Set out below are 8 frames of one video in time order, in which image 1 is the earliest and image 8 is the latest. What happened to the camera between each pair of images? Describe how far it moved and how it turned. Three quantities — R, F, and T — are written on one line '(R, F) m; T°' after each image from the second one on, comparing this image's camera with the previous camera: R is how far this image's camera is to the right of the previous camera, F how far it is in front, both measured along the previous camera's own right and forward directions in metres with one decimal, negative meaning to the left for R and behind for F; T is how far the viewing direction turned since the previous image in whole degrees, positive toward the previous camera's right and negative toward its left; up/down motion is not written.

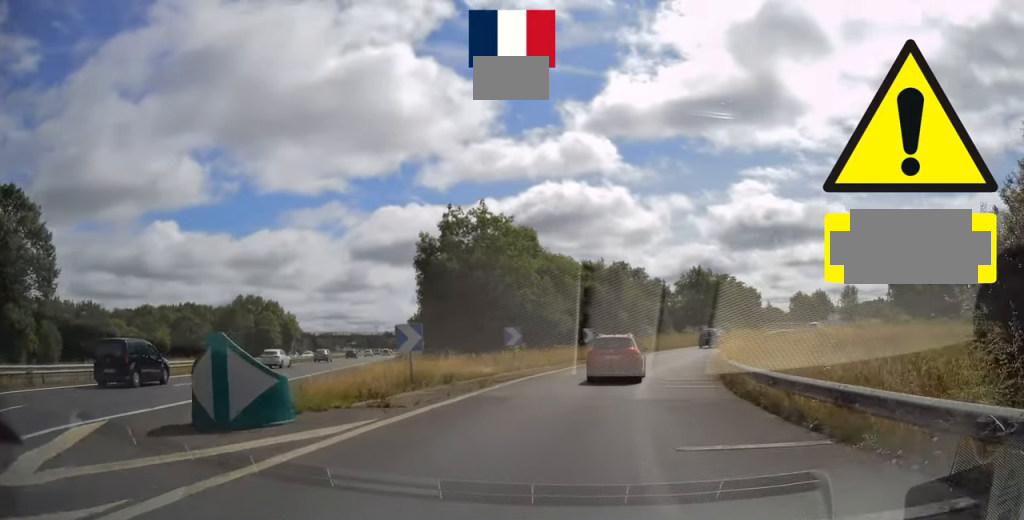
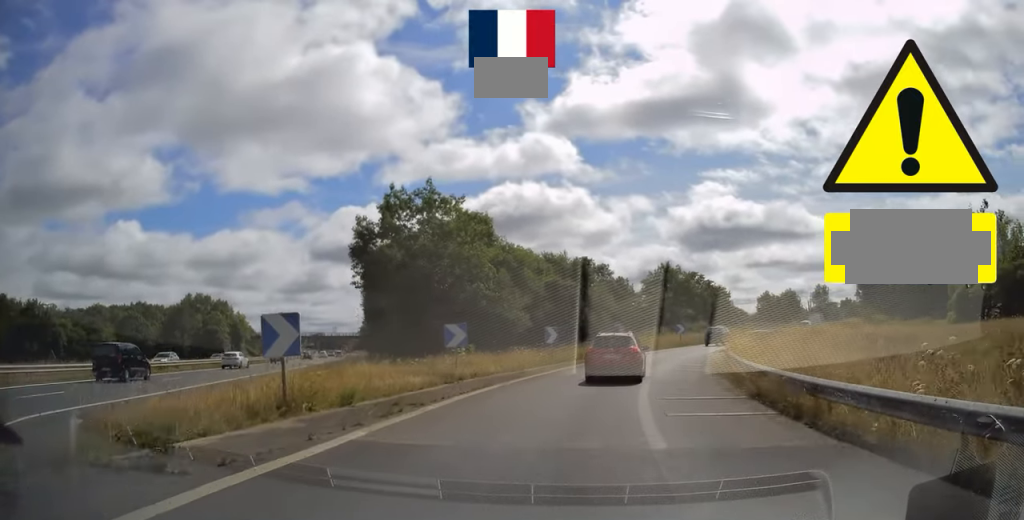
(0.0, +7.3) m; +2°
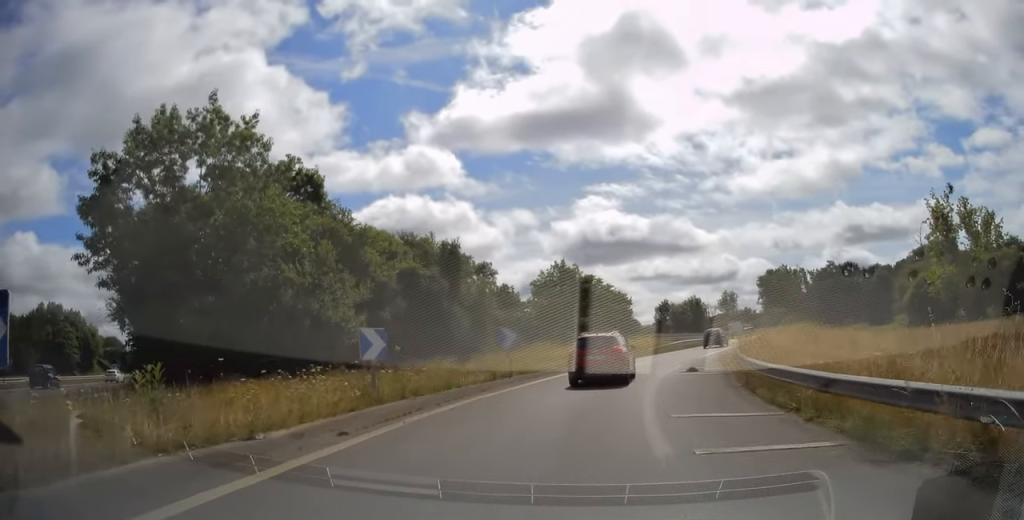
(+1.2, +17.7) m; +11°
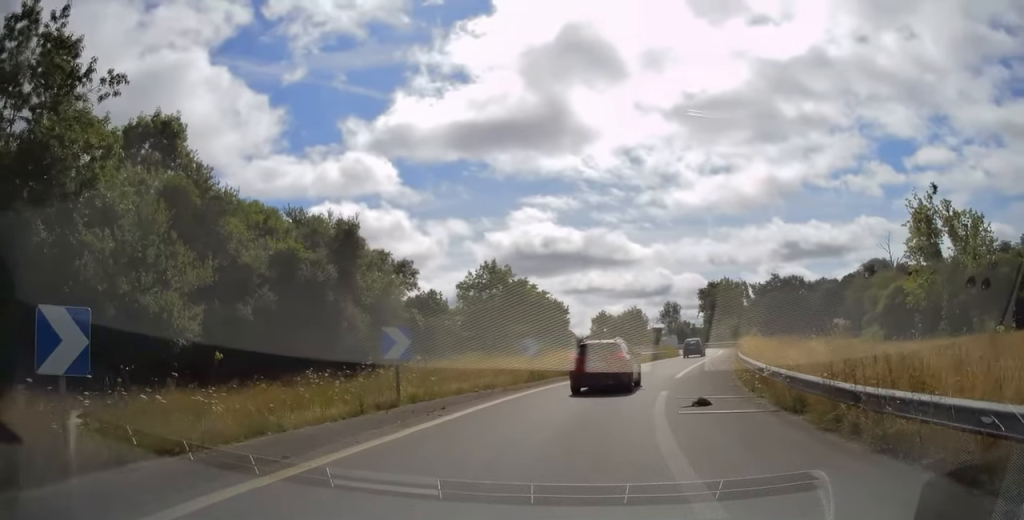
(+0.6, +9.7) m; +8°
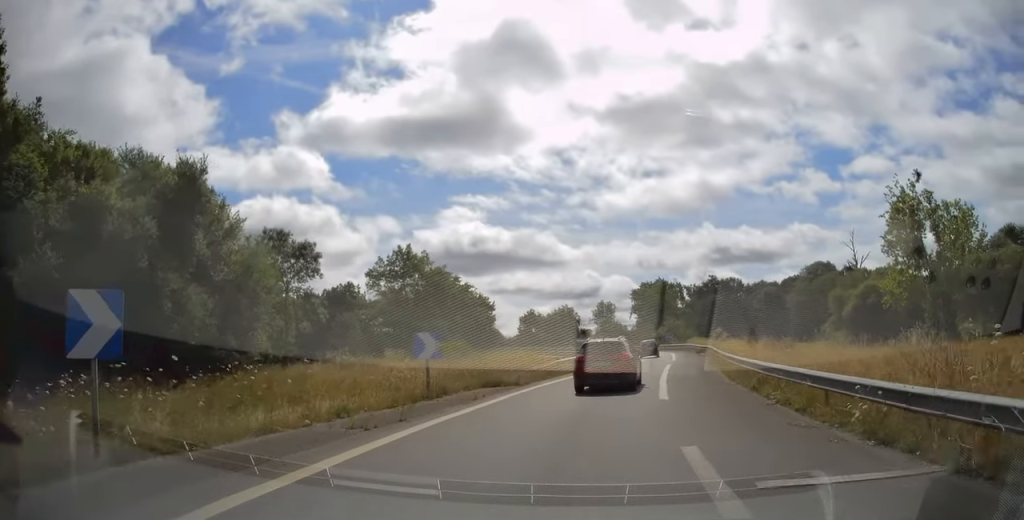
(+0.9, +9.8) m; +6°
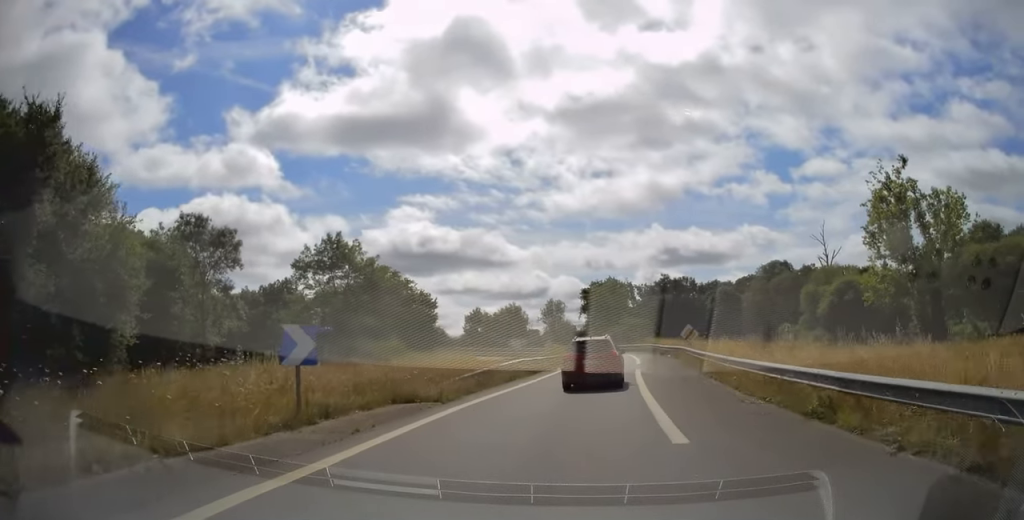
(+0.2, +6.5) m; +4°
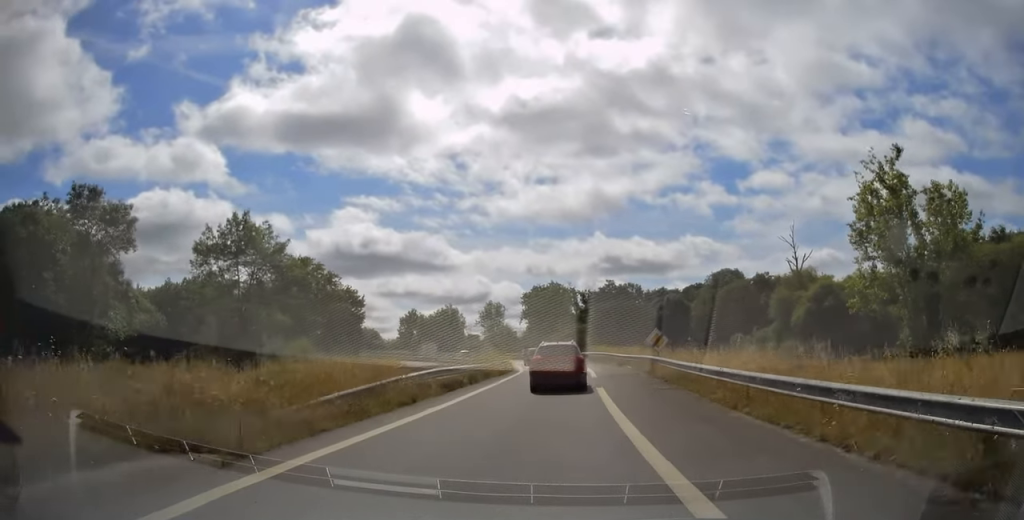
(+0.1, +8.3) m; +5°
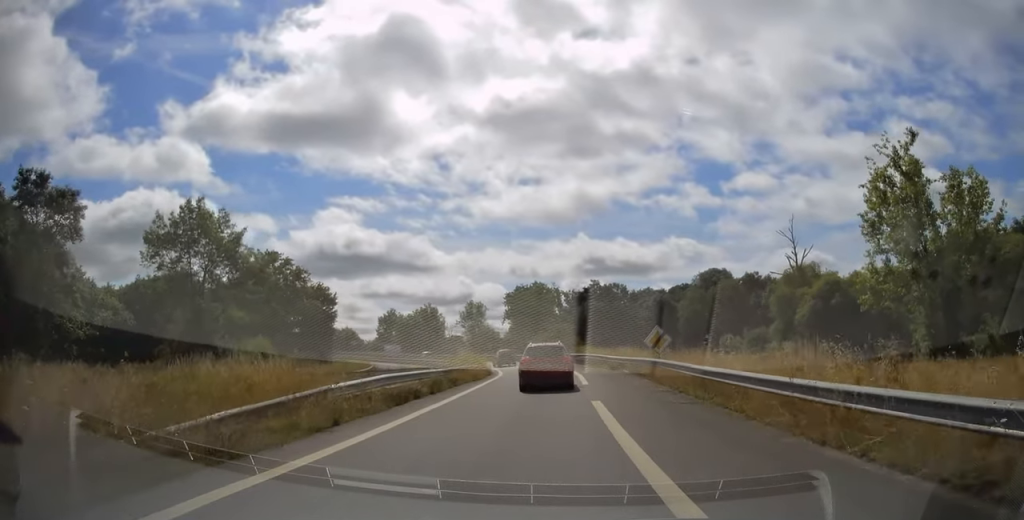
(+0.4, +4.7) m; +4°
